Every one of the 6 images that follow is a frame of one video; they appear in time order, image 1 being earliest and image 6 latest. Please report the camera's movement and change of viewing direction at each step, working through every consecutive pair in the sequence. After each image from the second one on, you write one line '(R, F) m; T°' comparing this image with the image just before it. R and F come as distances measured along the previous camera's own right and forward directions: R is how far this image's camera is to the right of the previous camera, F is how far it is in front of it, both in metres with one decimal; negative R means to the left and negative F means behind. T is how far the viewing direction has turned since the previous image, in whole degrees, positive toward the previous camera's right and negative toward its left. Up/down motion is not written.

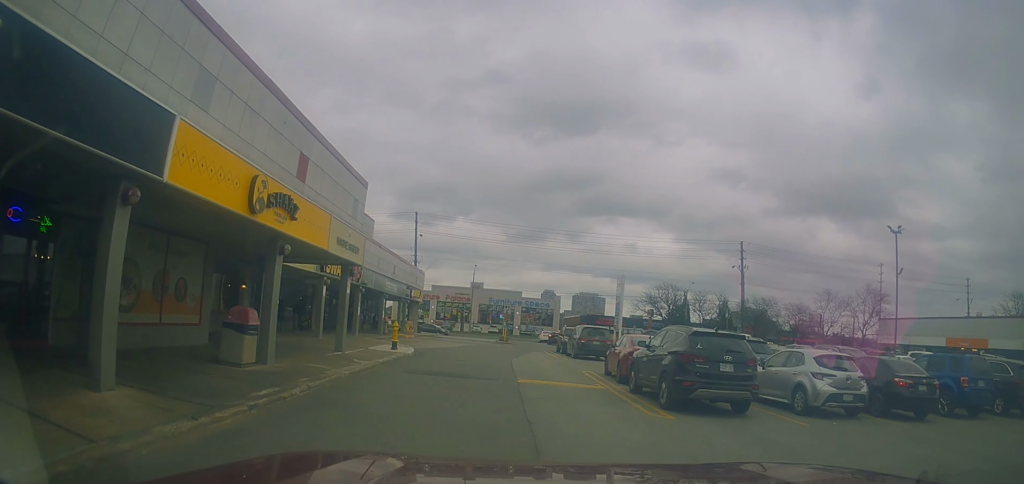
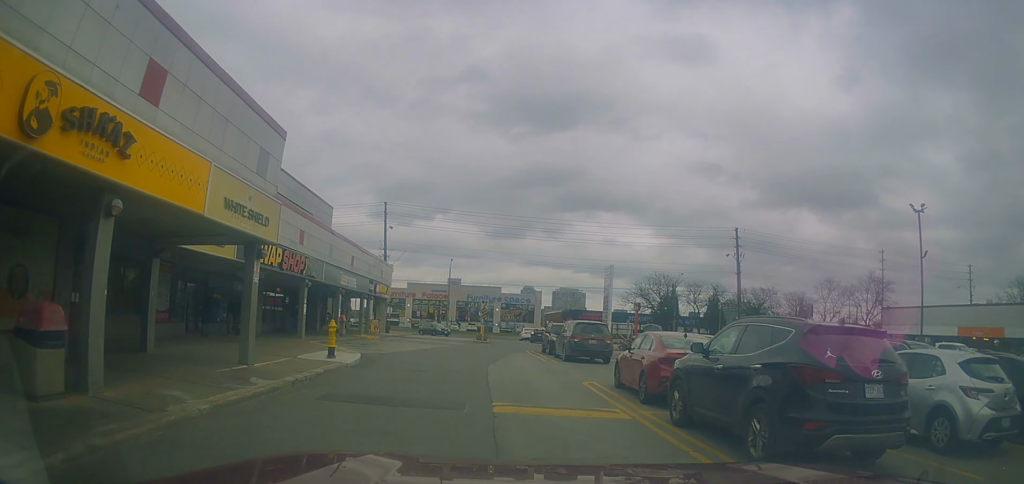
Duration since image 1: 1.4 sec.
(-0.4, +5.9) m; -3°
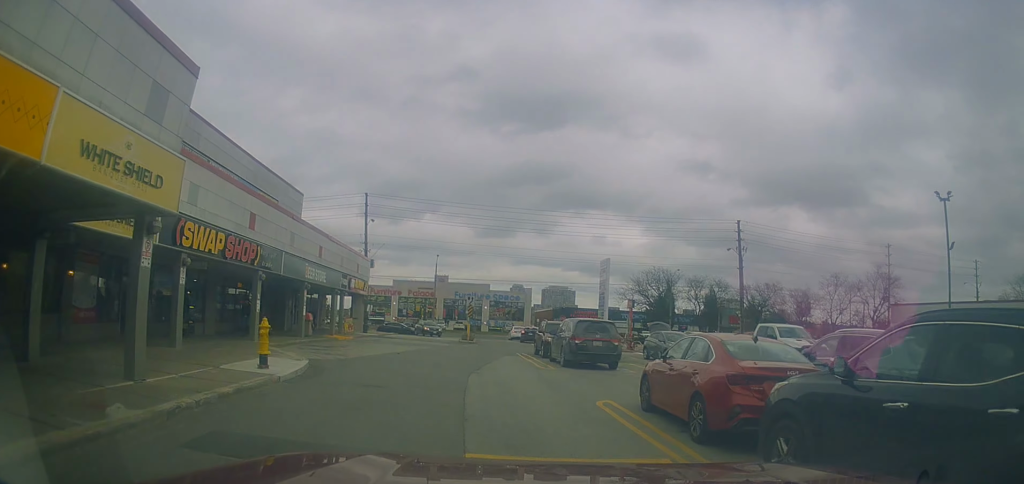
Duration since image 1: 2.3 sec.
(0.0, +4.3) m; +1°
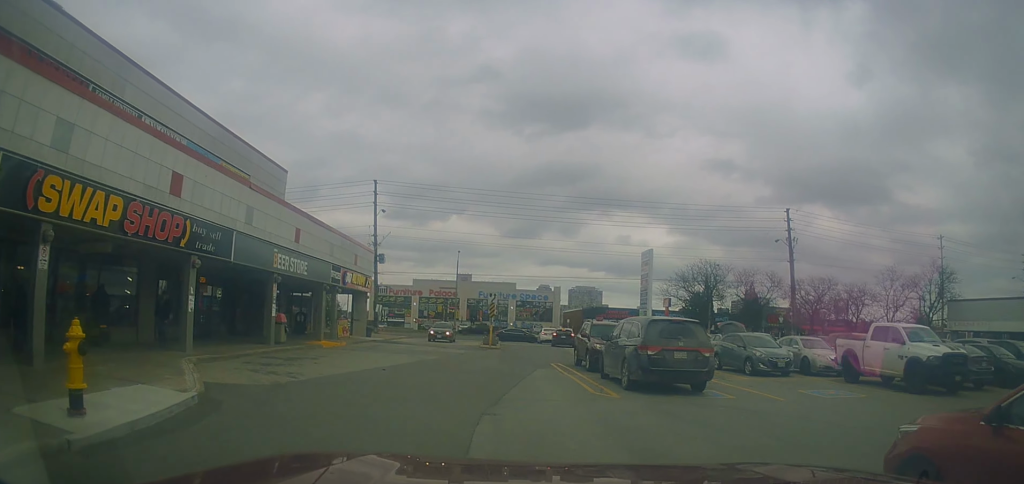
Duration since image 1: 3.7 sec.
(+0.1, +7.1) m; +1°
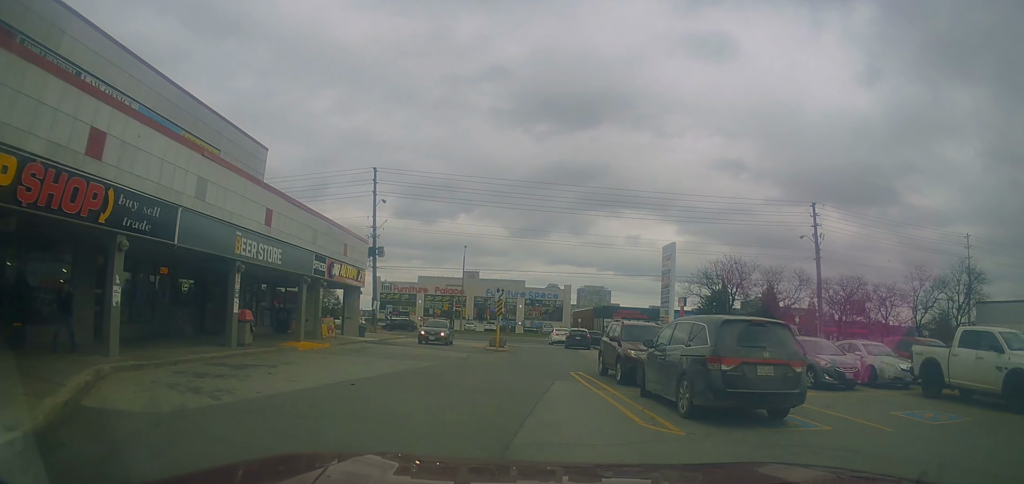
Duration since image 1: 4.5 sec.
(+0.1, +4.2) m; 0°
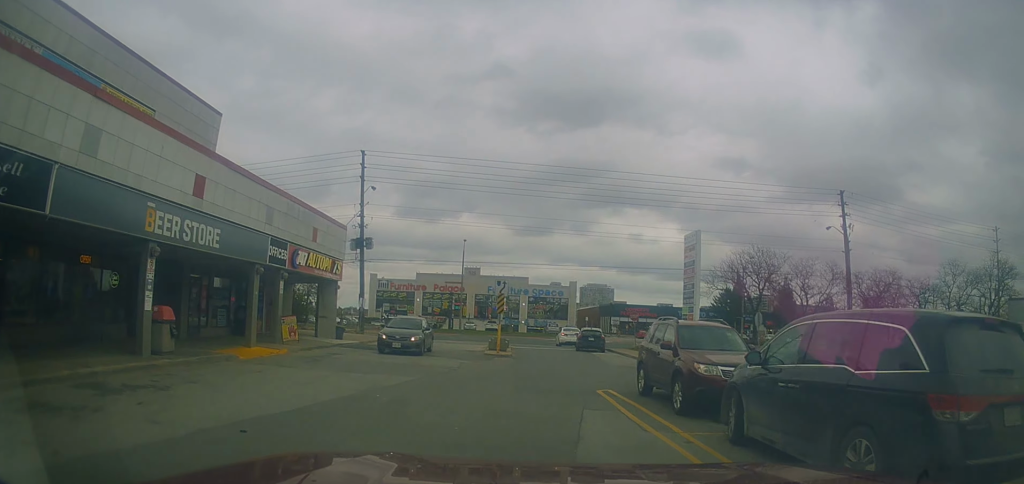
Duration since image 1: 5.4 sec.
(-0.1, +5.3) m; -4°
